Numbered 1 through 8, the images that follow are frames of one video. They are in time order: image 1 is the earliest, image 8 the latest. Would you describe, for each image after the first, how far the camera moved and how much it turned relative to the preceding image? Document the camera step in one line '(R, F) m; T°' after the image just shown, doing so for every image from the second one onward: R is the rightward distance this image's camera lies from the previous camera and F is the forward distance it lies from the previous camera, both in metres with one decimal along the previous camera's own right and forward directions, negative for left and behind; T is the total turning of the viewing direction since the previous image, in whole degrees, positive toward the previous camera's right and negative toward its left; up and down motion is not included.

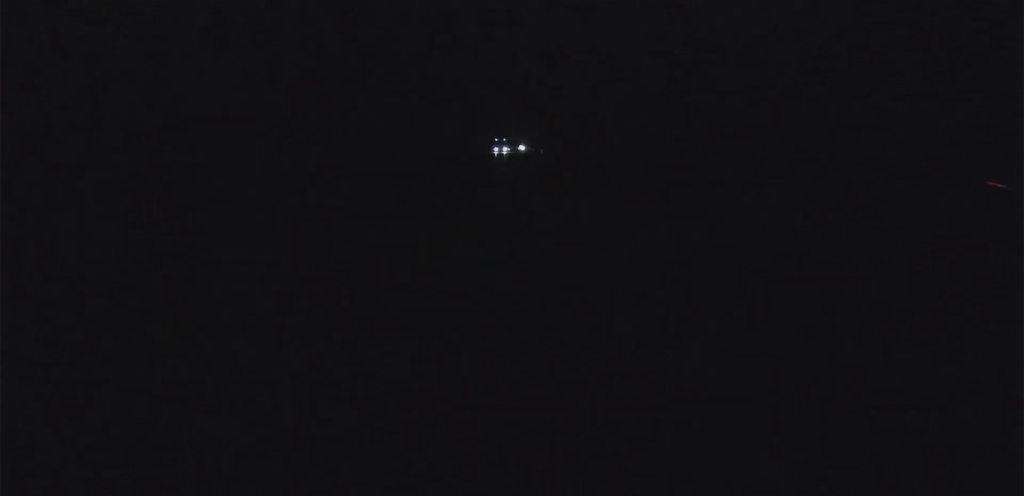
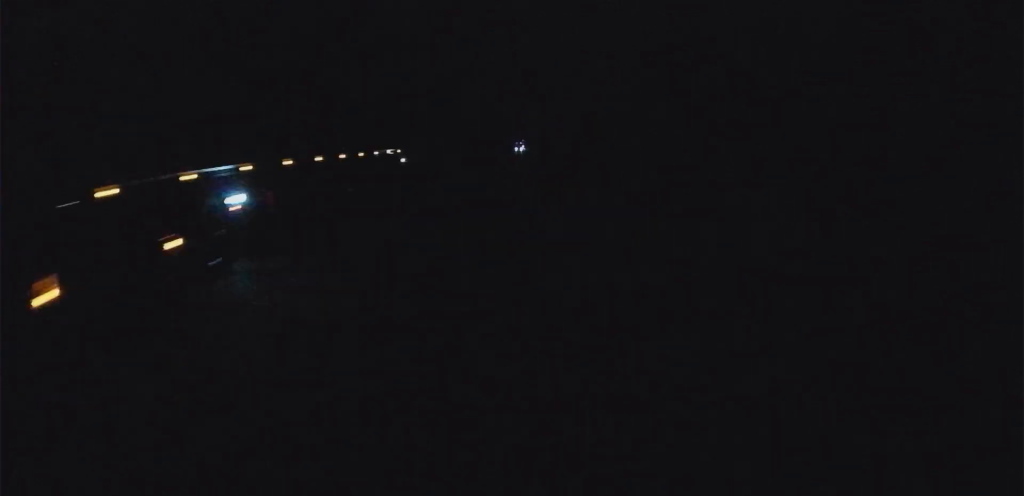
(-14.2, +372.6) m; -5°
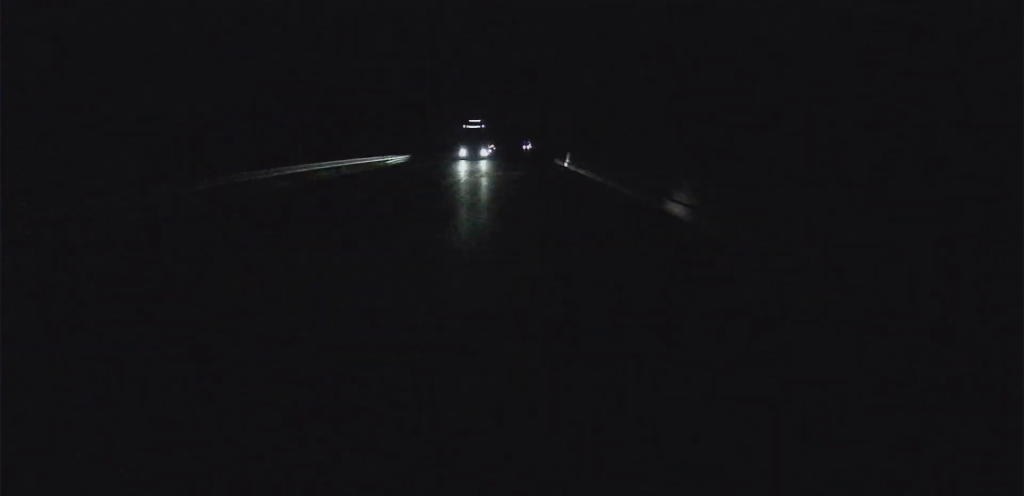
(-6.7, +241.3) m; -3°
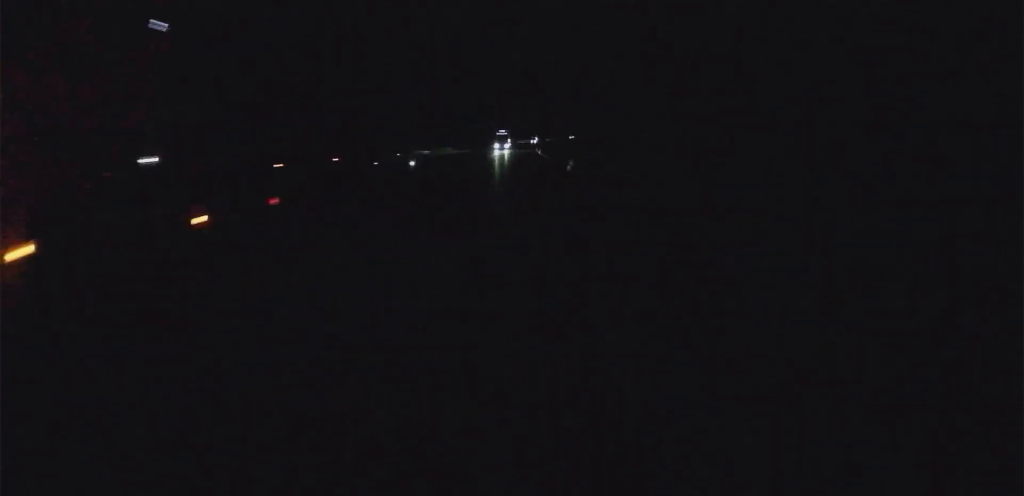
(-3.5, +253.9) m; -4°
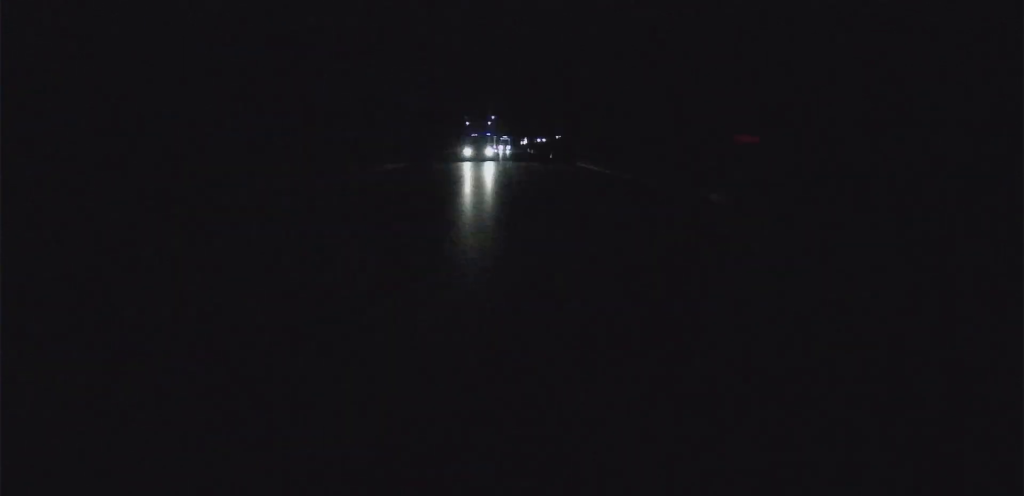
(-9.7, +186.6) m; -3°
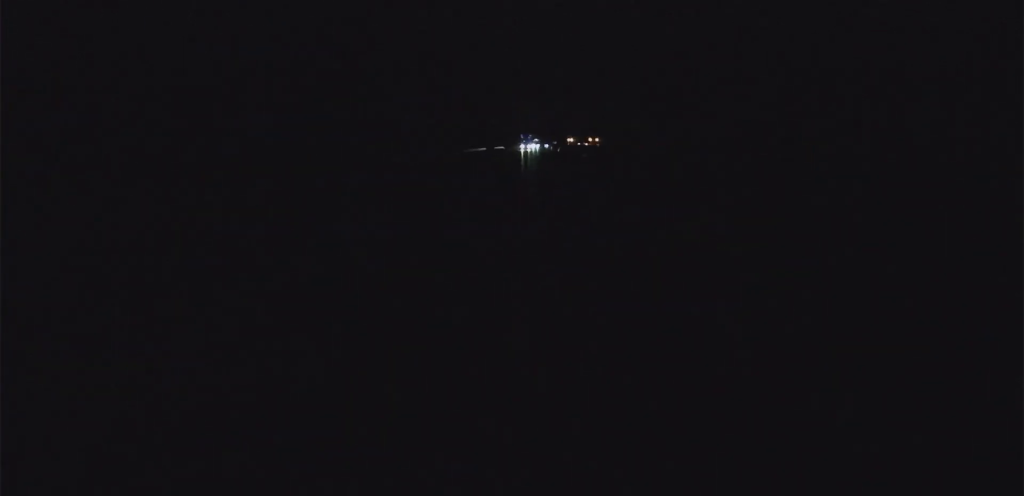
(-26.0, +458.5) m; -6°
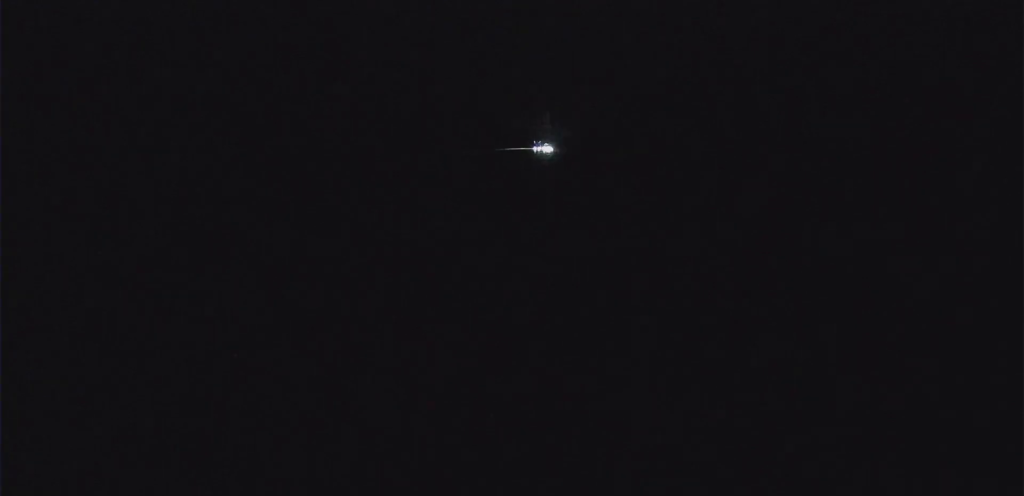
(-18.3, +381.1) m; -6°
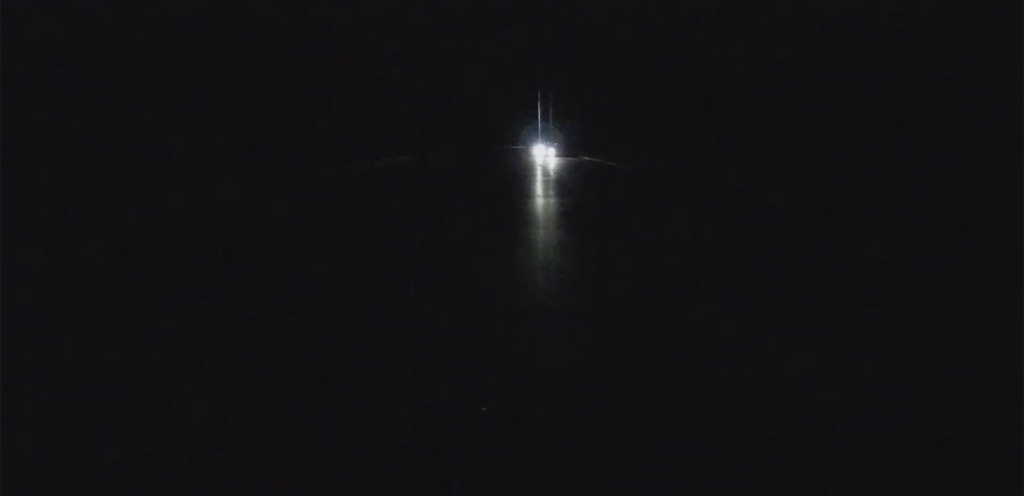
(-55.7, +667.0) m; -9°
